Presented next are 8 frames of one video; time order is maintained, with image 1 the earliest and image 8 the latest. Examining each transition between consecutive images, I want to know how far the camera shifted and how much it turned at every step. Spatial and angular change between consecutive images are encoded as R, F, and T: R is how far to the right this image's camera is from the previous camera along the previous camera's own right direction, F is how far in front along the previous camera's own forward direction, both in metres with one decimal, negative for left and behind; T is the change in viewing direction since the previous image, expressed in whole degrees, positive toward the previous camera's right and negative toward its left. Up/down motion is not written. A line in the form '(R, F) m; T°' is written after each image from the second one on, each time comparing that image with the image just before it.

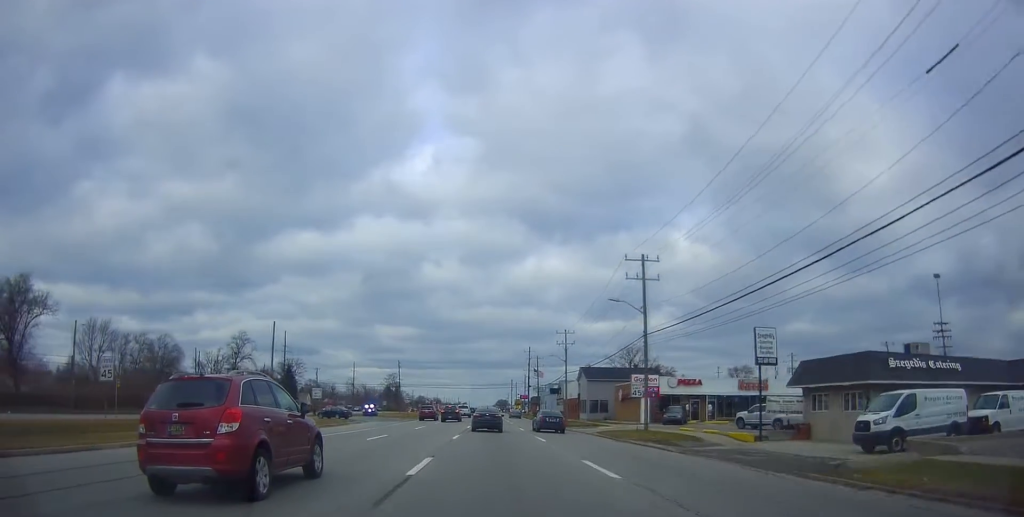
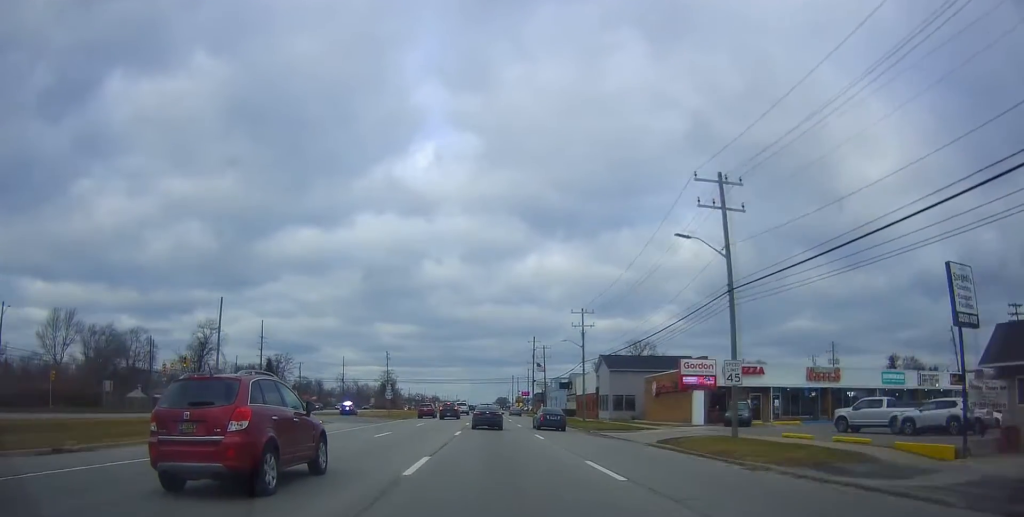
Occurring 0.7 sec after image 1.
(-0.3, +14.5) m; 0°
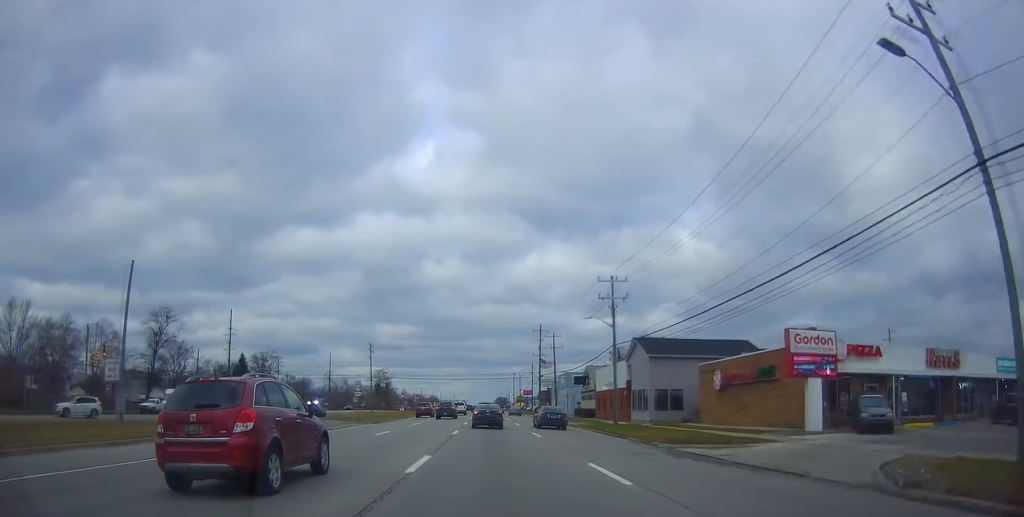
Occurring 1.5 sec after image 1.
(+0.1, +15.9) m; -1°
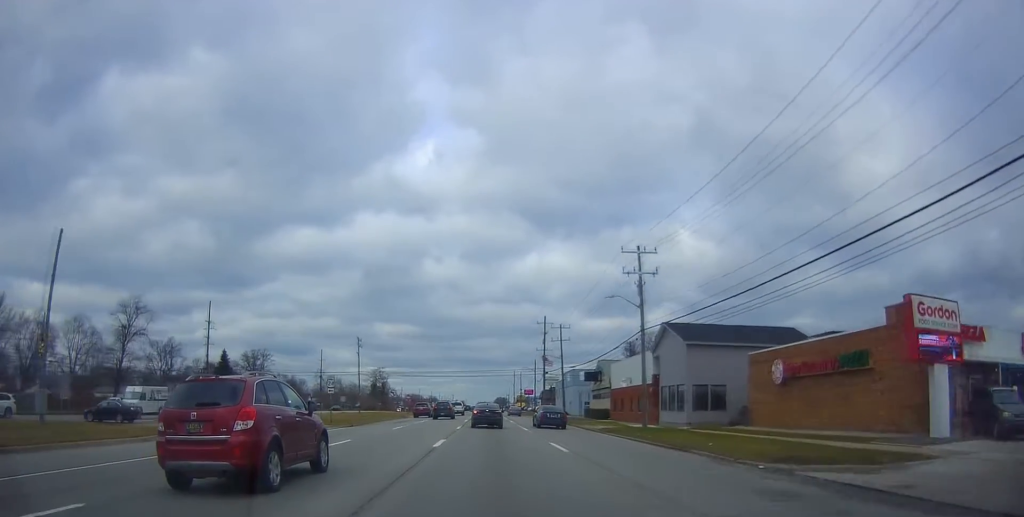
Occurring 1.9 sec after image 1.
(+0.3, +8.9) m; 0°
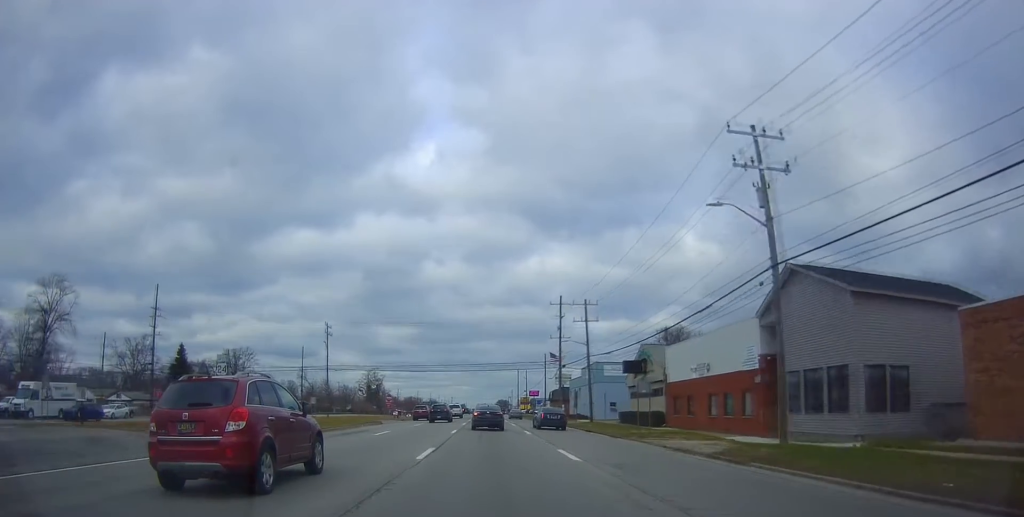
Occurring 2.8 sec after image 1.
(-0.7, +19.0) m; 0°
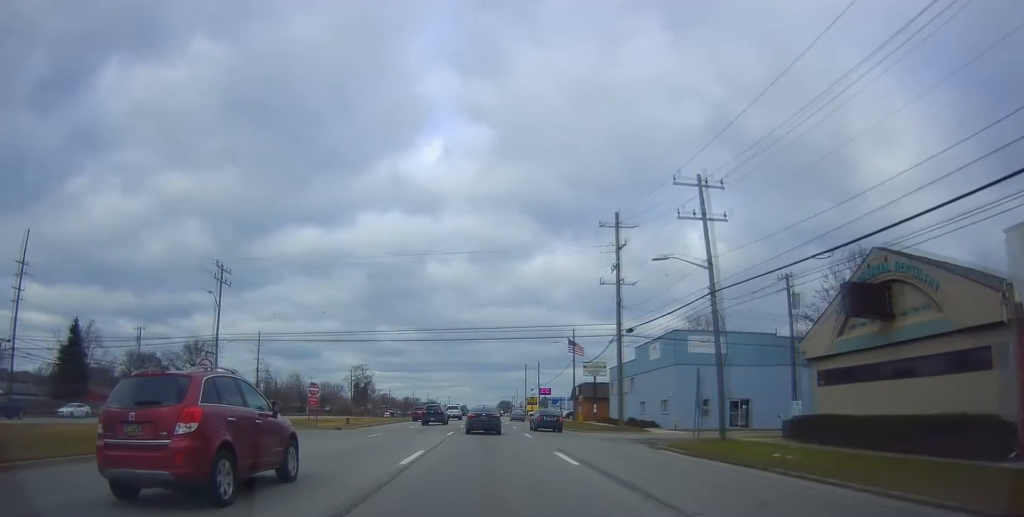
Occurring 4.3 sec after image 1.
(+0.4, +31.8) m; 0°
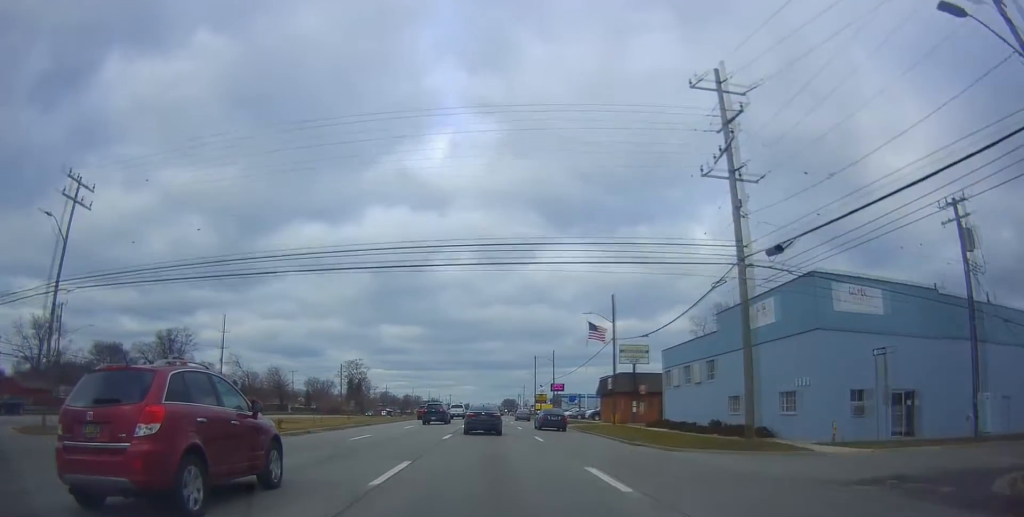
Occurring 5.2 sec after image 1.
(-0.2, +19.5) m; +1°
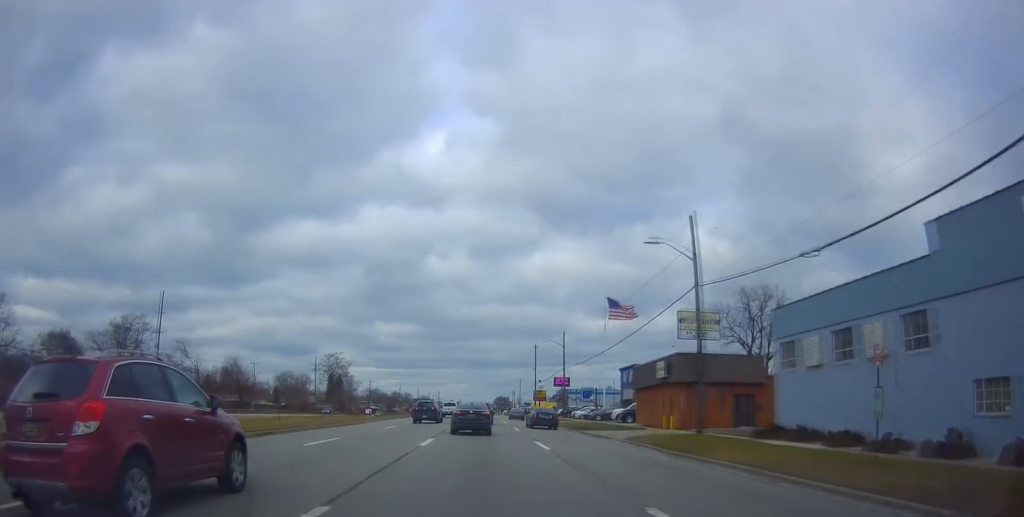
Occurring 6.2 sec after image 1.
(+0.5, +20.6) m; +1°
